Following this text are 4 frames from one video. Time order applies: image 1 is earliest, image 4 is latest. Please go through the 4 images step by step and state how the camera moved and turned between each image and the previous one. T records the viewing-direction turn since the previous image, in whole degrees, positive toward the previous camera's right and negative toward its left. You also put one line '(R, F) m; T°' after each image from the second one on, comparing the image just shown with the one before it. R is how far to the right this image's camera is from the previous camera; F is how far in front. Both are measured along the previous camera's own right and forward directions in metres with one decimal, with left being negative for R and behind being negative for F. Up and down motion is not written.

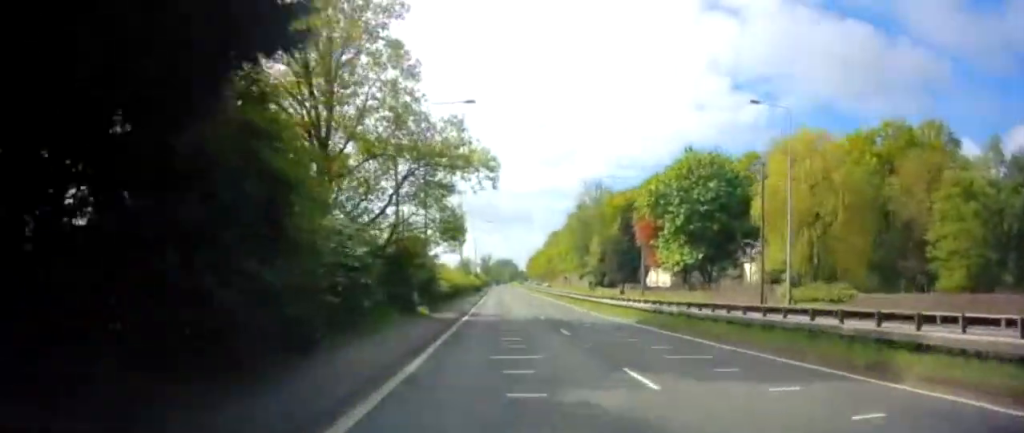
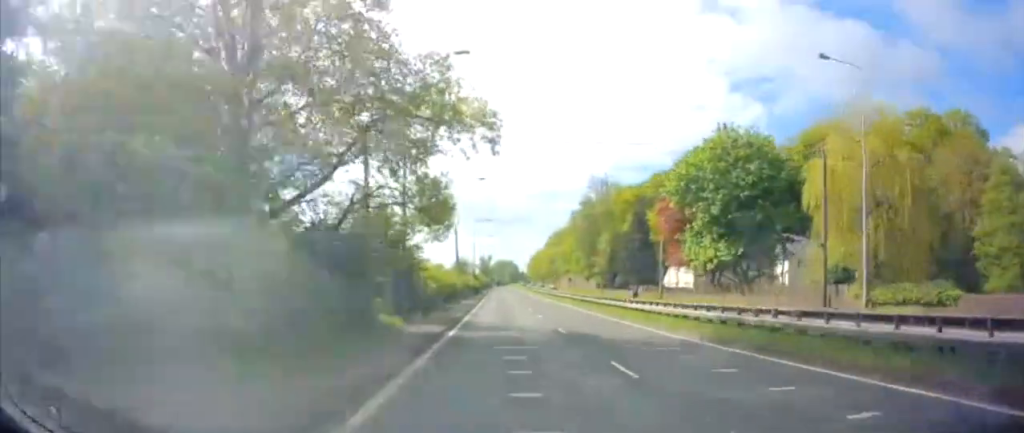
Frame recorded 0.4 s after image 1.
(0.0, +7.8) m; 0°
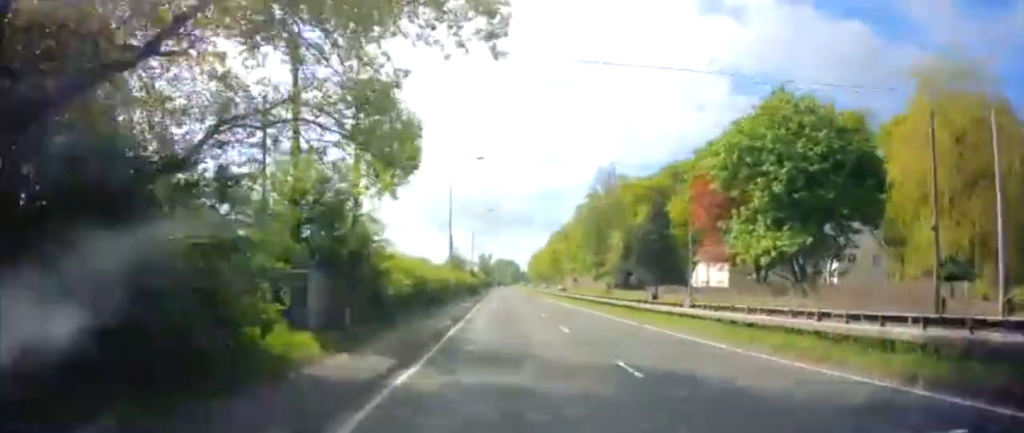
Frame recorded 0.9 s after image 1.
(-0.1, +9.1) m; 0°
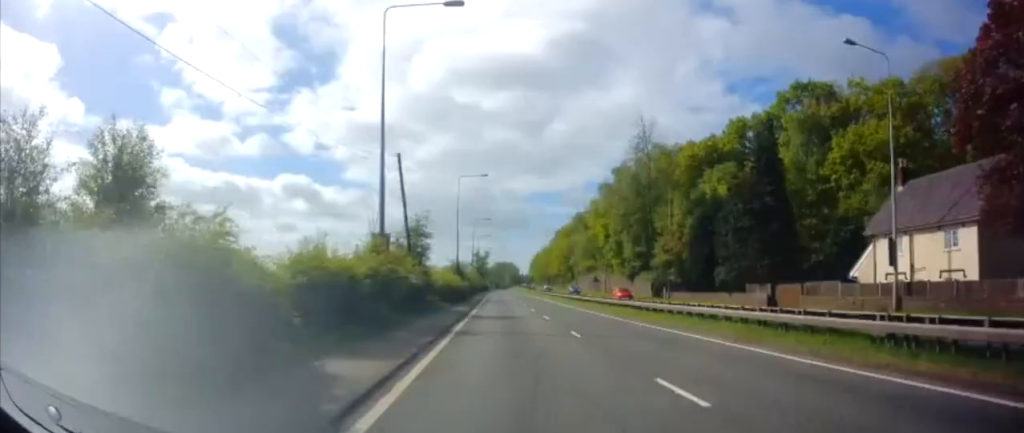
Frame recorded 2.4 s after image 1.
(0.0, +29.2) m; 0°
